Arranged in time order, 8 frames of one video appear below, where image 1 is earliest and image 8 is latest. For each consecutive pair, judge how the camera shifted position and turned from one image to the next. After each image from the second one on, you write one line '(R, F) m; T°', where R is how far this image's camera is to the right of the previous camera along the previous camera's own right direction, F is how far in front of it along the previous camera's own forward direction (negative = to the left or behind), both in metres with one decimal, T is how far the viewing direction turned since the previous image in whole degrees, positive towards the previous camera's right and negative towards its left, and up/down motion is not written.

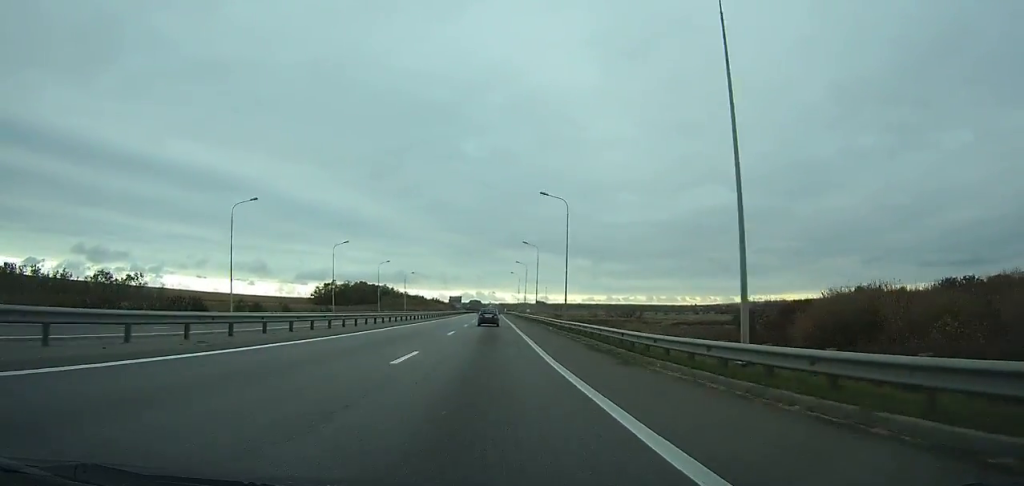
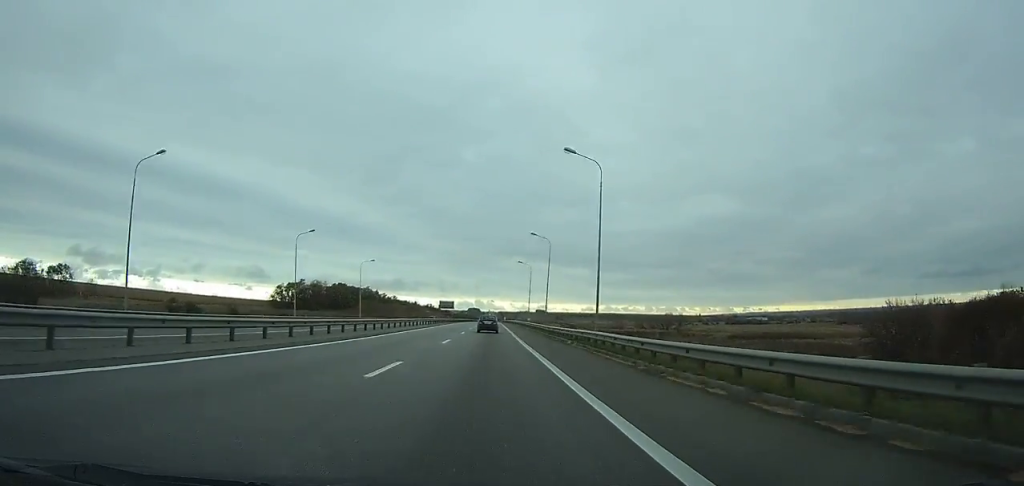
(+0.1, +50.7) m; 0°
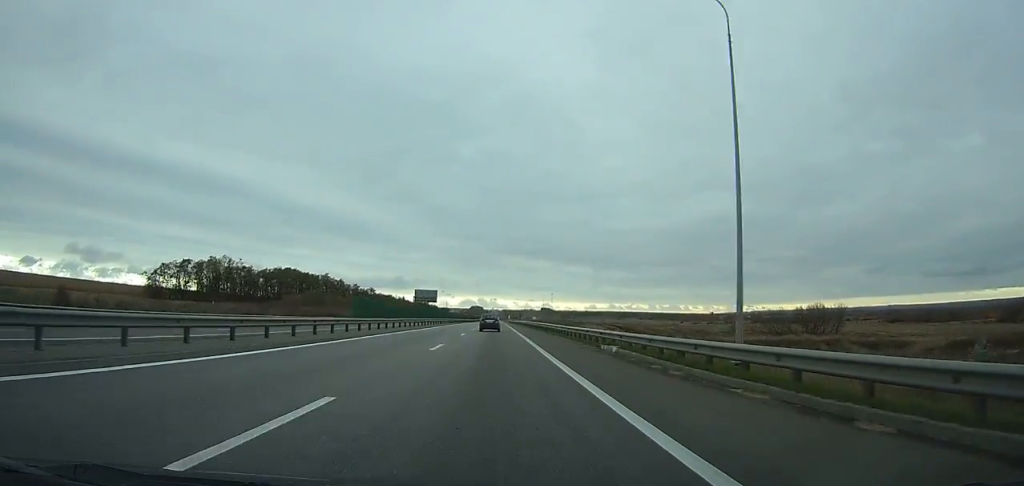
(+0.1, +87.4) m; 0°
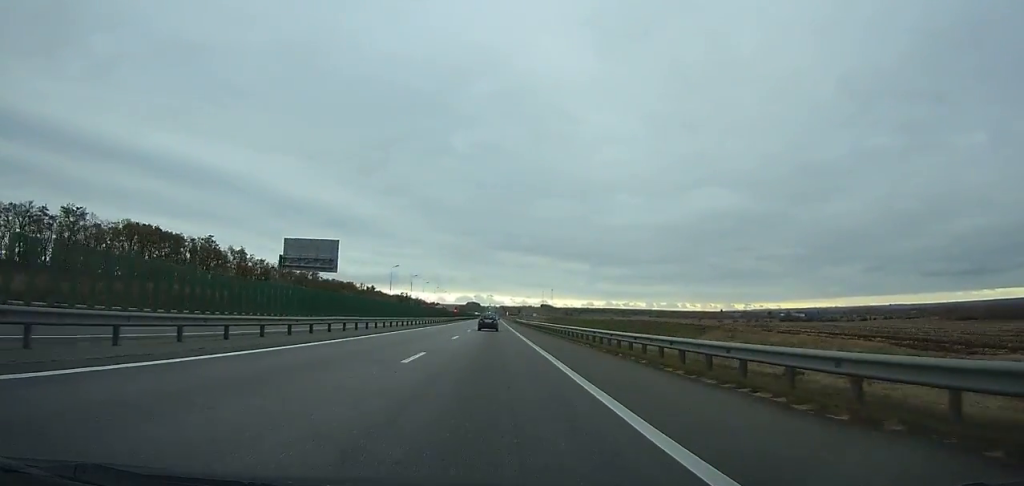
(-0.1, +102.1) m; 0°
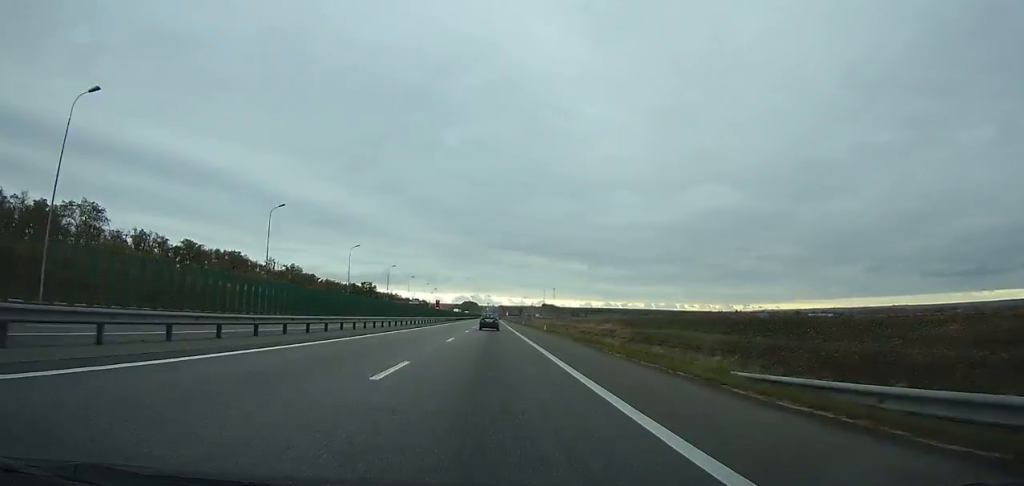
(+0.1, +131.6) m; 0°
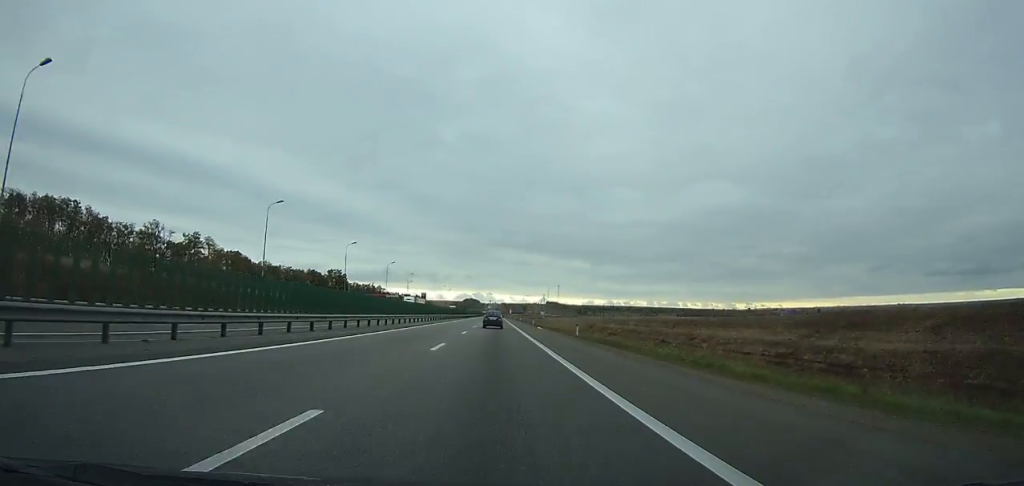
(+0.2, +71.8) m; 0°
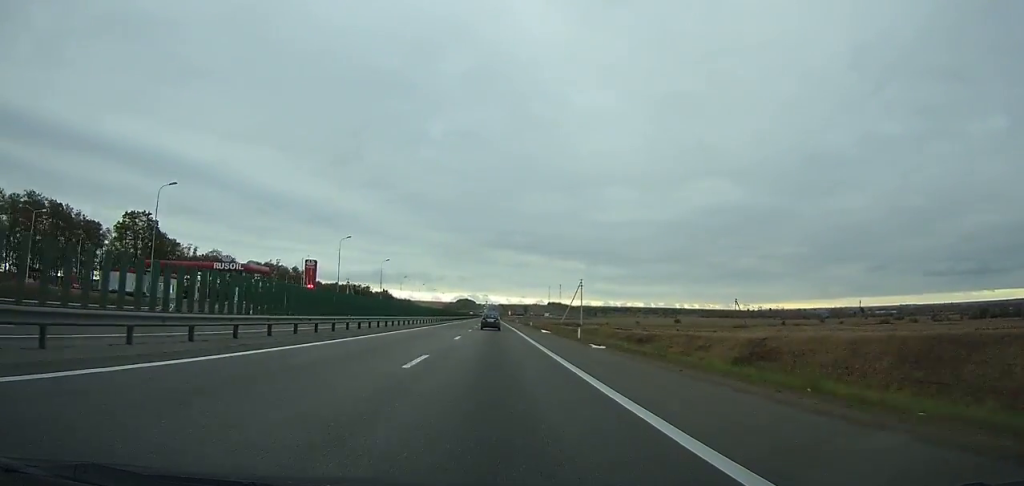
(-0.1, +149.0) m; 0°
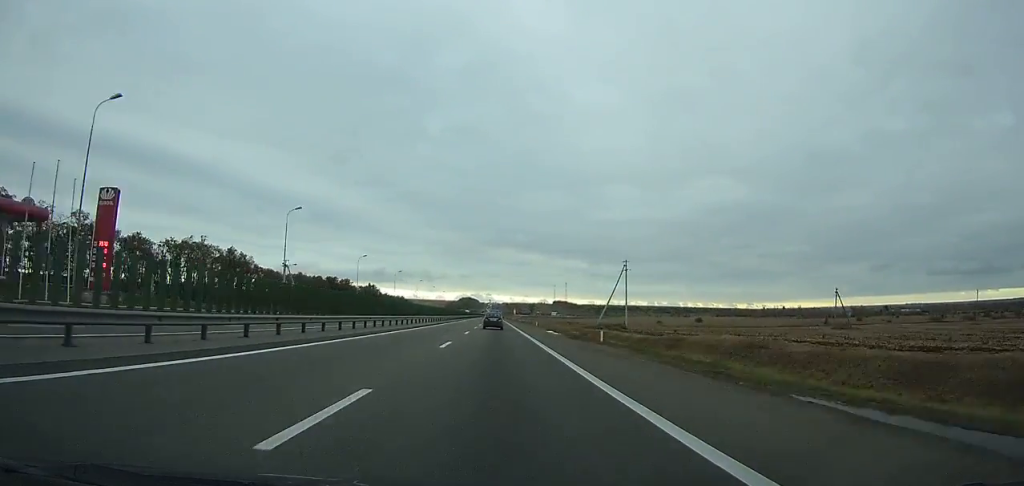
(0.0, +57.1) m; 0°
